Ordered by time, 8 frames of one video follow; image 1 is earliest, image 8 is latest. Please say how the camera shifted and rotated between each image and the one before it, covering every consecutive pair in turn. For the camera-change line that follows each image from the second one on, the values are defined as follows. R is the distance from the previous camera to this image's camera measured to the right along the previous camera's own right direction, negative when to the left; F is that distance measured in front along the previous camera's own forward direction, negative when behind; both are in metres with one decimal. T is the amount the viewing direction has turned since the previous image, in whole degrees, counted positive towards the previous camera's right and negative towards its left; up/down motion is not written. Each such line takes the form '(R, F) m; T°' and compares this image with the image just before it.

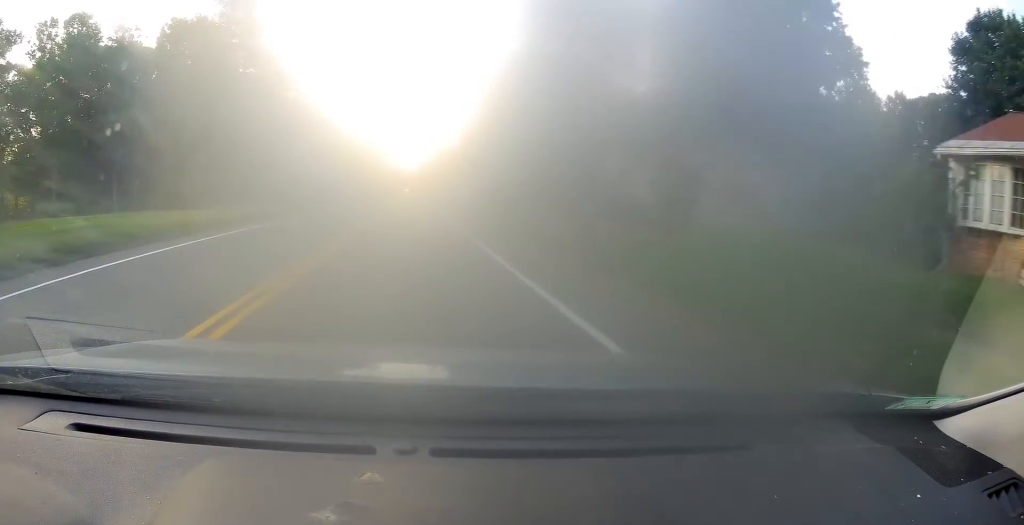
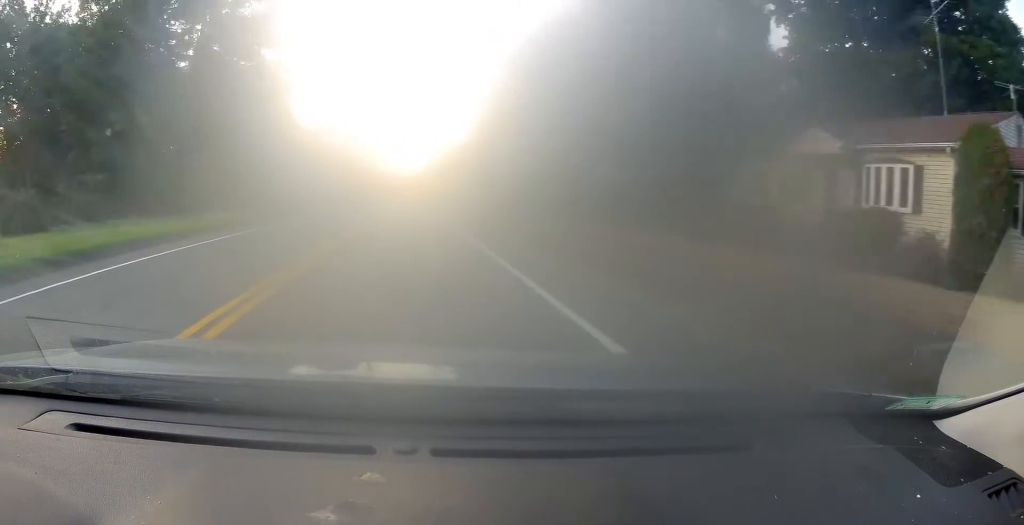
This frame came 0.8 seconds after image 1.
(-0.5, +16.5) m; -1°
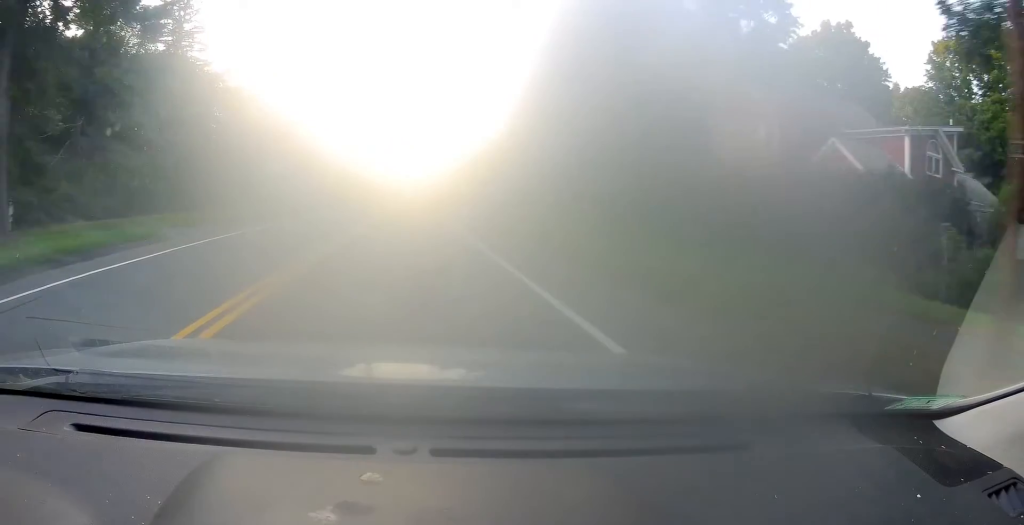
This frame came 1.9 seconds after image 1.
(+0.2, +24.1) m; +1°
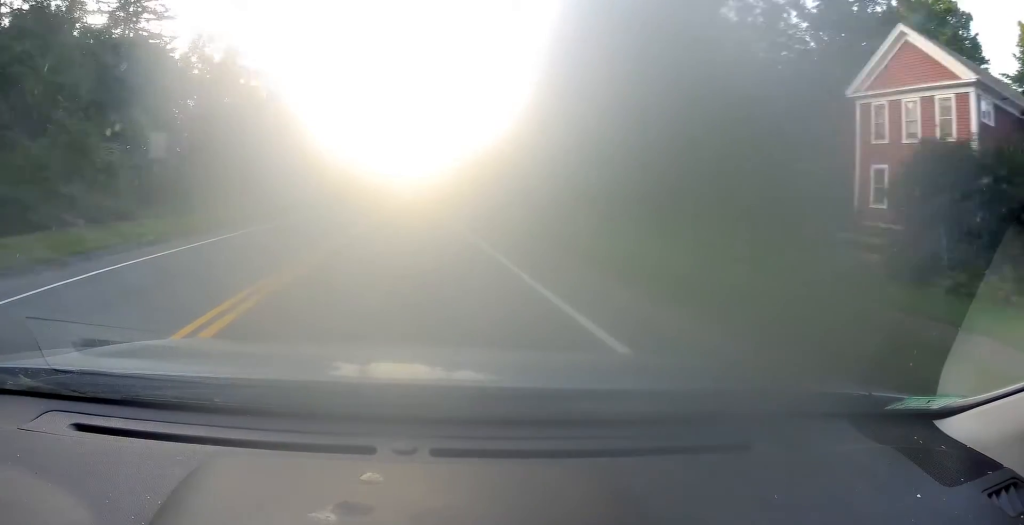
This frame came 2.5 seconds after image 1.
(0.0, +13.9) m; 0°
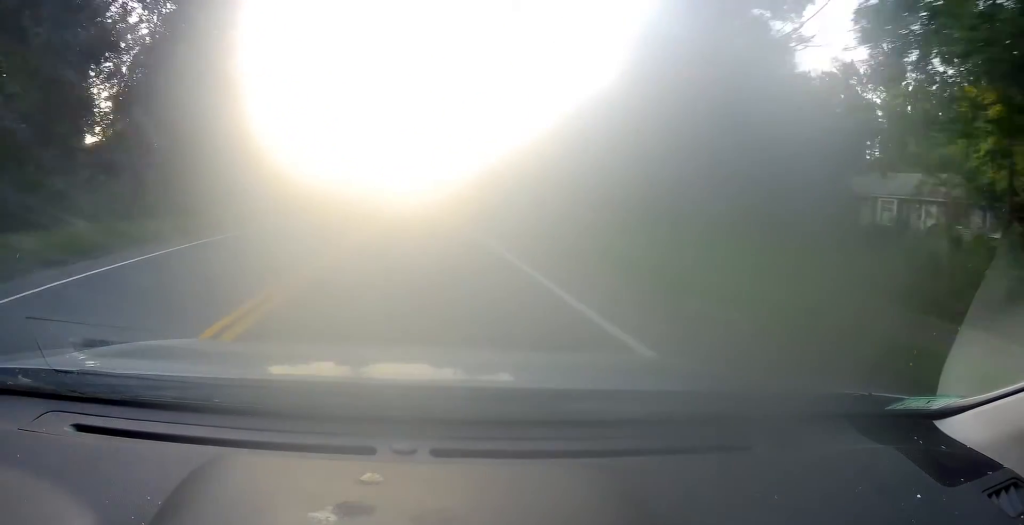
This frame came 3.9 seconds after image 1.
(0.0, +30.4) m; 0°
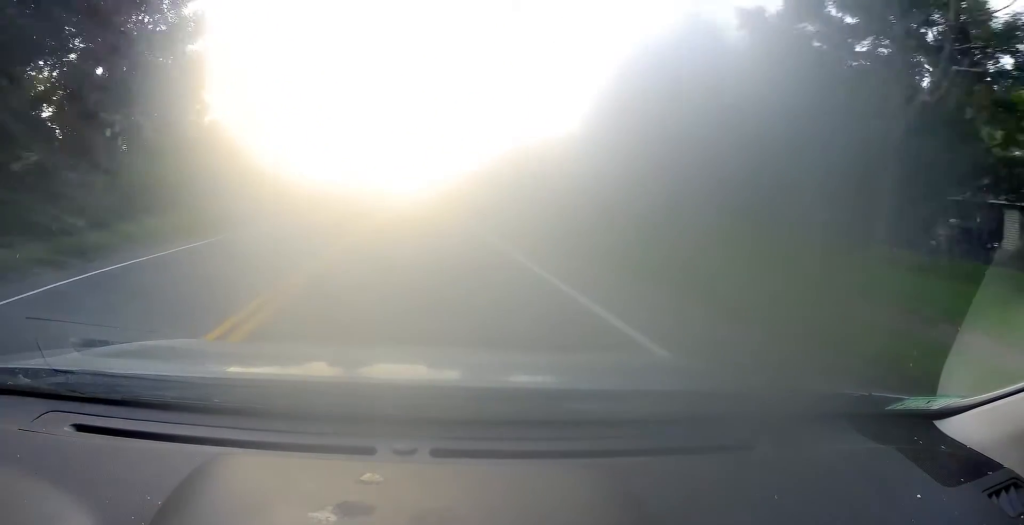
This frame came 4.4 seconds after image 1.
(0.0, +10.5) m; 0°
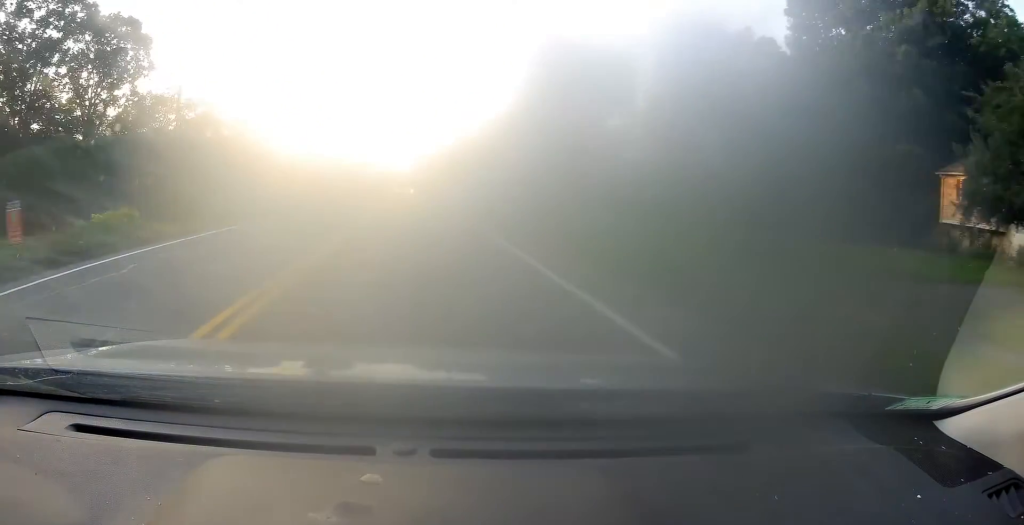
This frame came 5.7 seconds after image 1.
(+0.2, +25.9) m; 0°
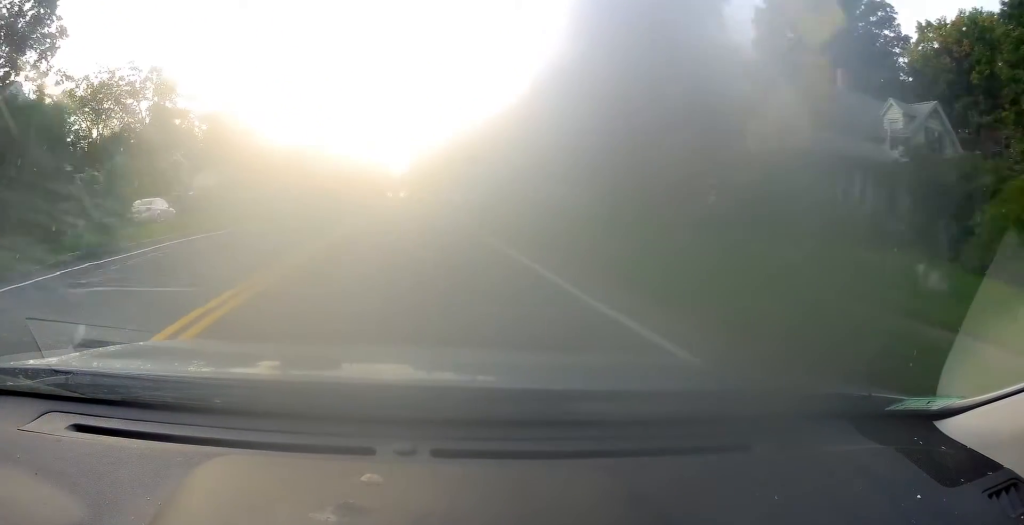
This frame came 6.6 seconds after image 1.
(-0.2, +18.5) m; 0°
